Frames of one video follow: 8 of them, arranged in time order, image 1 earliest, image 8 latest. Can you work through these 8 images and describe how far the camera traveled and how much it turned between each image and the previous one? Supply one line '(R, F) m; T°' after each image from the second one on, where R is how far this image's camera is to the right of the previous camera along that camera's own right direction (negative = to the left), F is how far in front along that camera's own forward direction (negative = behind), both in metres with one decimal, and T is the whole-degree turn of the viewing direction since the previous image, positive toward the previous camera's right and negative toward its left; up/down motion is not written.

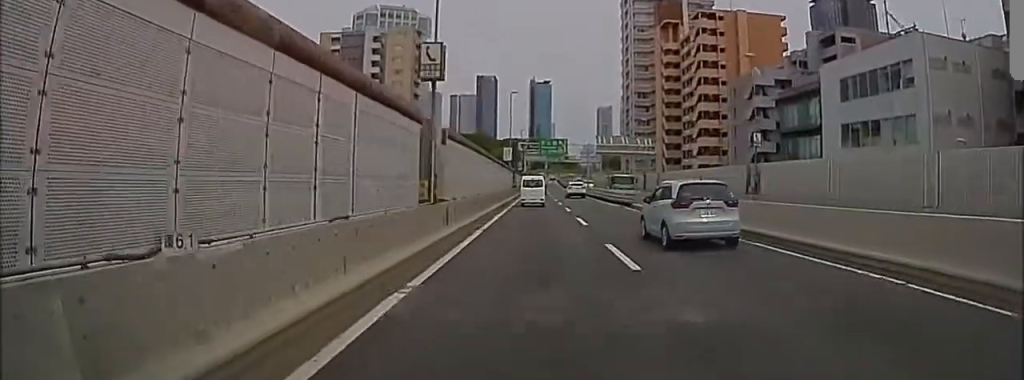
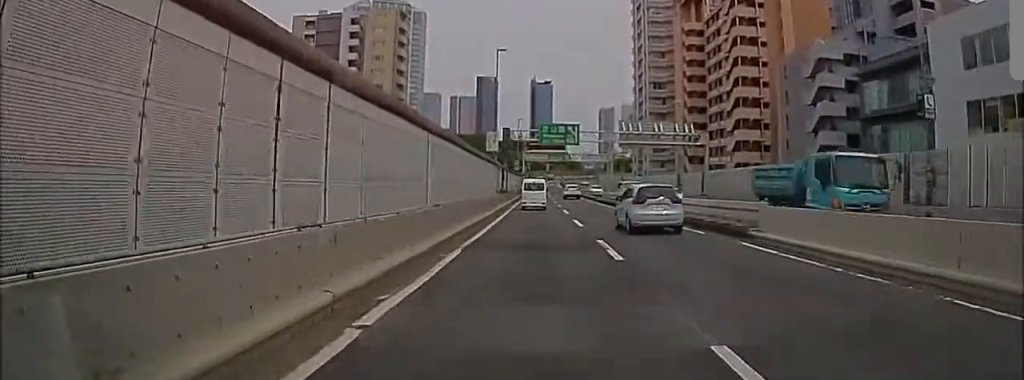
(+0.2, +18.8) m; +1°
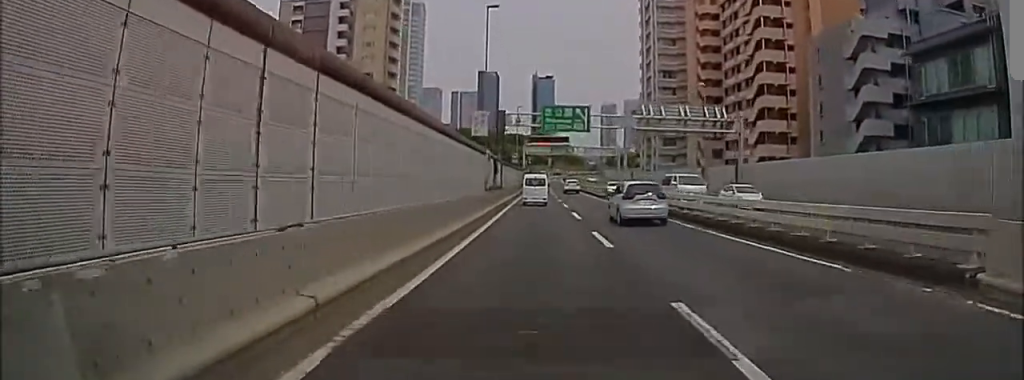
(+0.2, +8.5) m; 0°
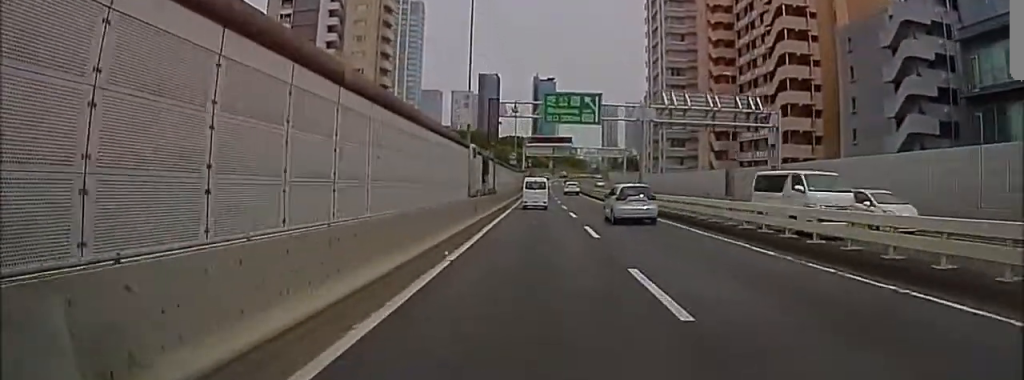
(-0.1, +6.5) m; 0°
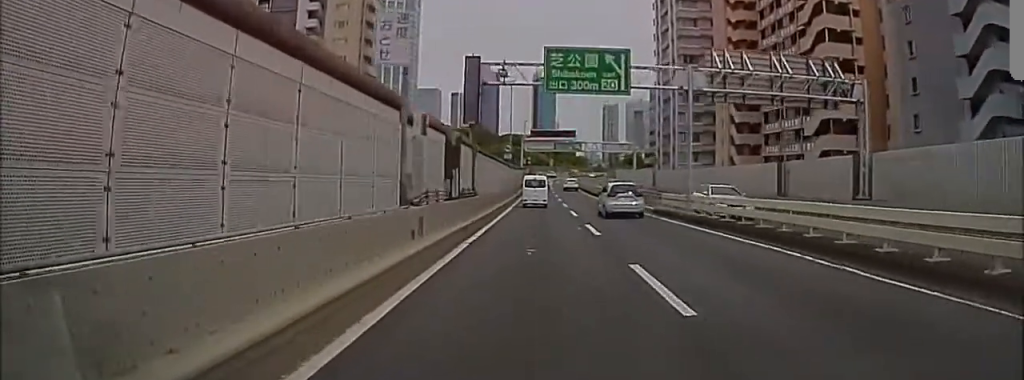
(-0.2, +9.5) m; 0°
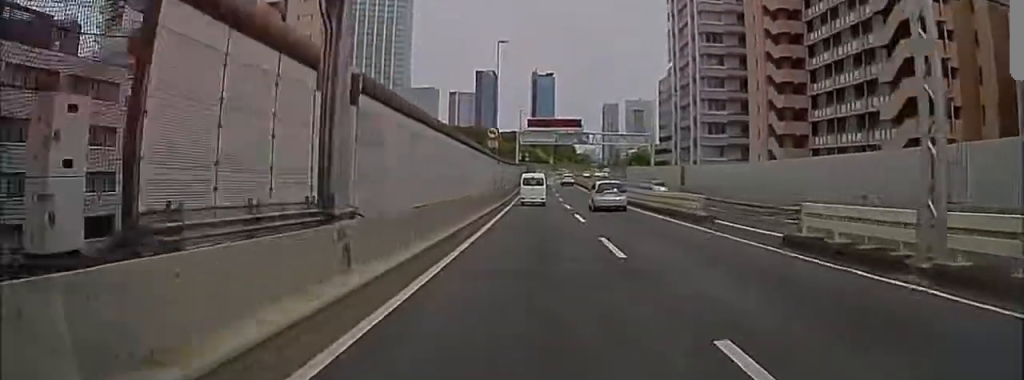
(+0.2, +15.0) m; 0°
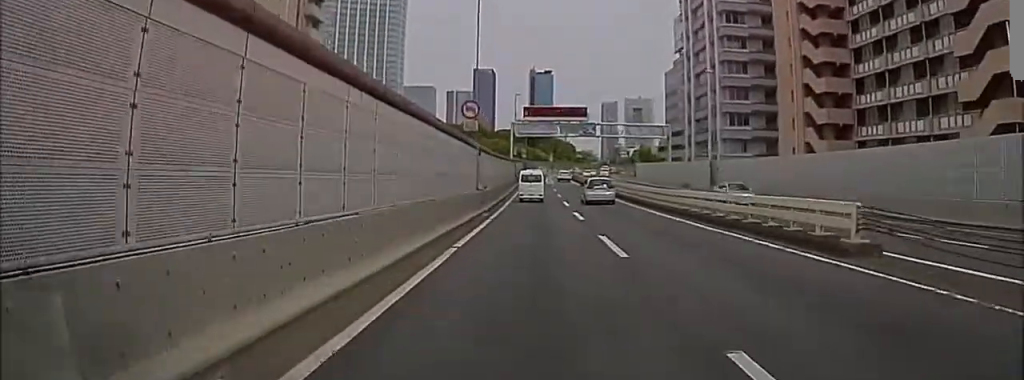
(-0.2, +11.1) m; -1°
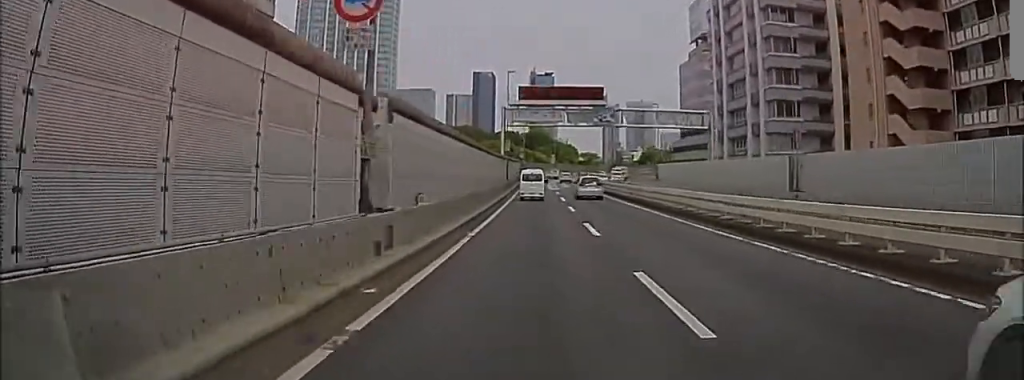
(-0.1, +16.1) m; 0°
